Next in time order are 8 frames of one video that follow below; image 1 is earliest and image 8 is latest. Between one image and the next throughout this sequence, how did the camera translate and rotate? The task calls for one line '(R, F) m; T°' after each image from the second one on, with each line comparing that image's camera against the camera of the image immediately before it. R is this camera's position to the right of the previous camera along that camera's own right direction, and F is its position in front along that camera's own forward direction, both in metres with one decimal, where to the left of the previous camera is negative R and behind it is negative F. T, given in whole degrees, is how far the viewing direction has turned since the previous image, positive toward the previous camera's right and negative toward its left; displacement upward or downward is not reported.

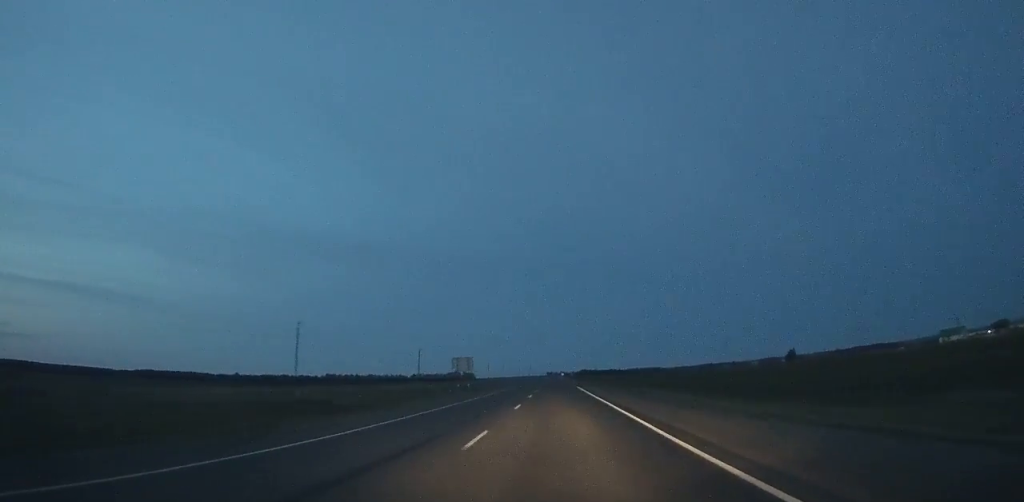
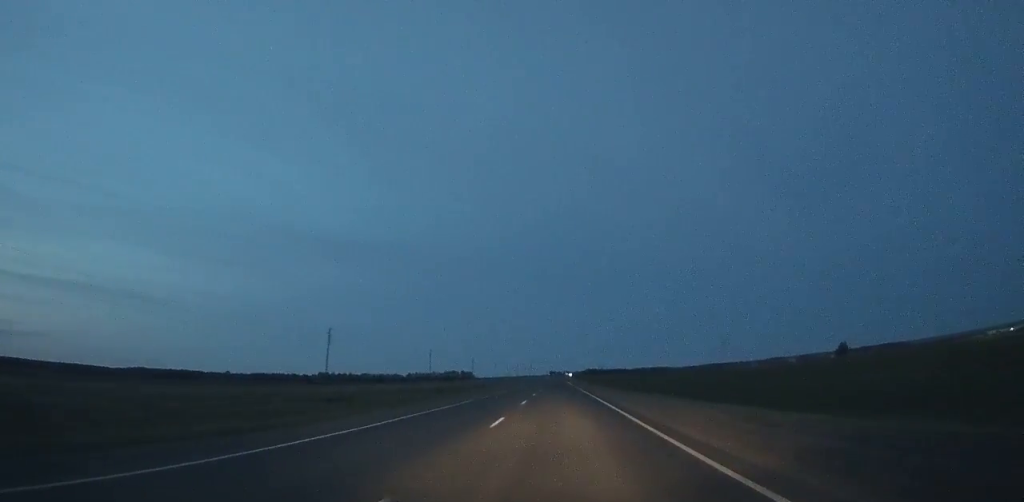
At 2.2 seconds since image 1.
(-0.7, +55.3) m; -1°
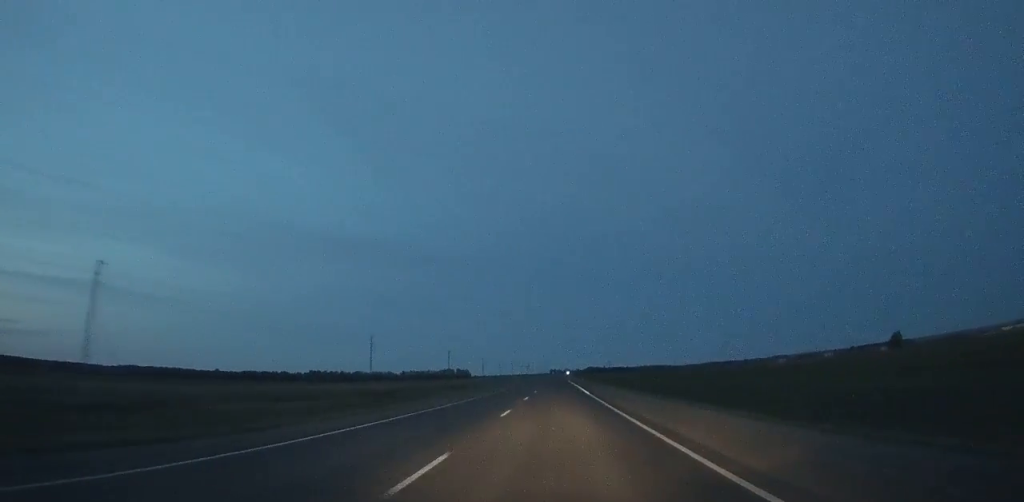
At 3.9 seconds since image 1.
(-0.4, +44.0) m; -1°
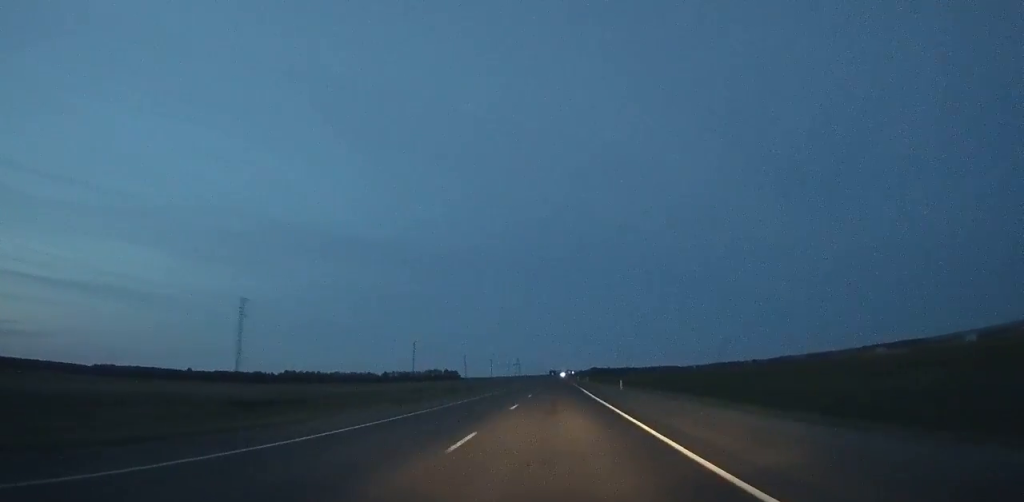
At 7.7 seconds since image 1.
(-0.5, +101.1) m; 0°
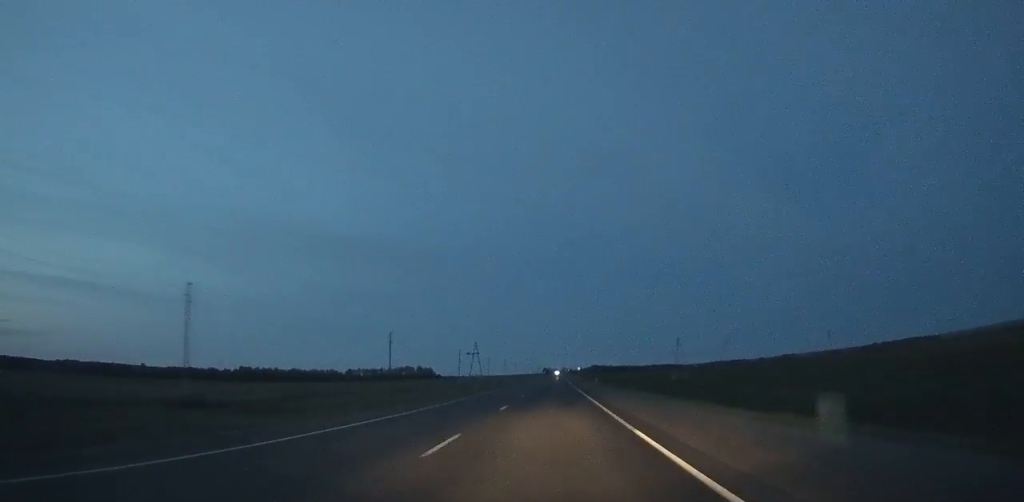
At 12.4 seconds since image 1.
(+0.1, +130.3) m; 0°
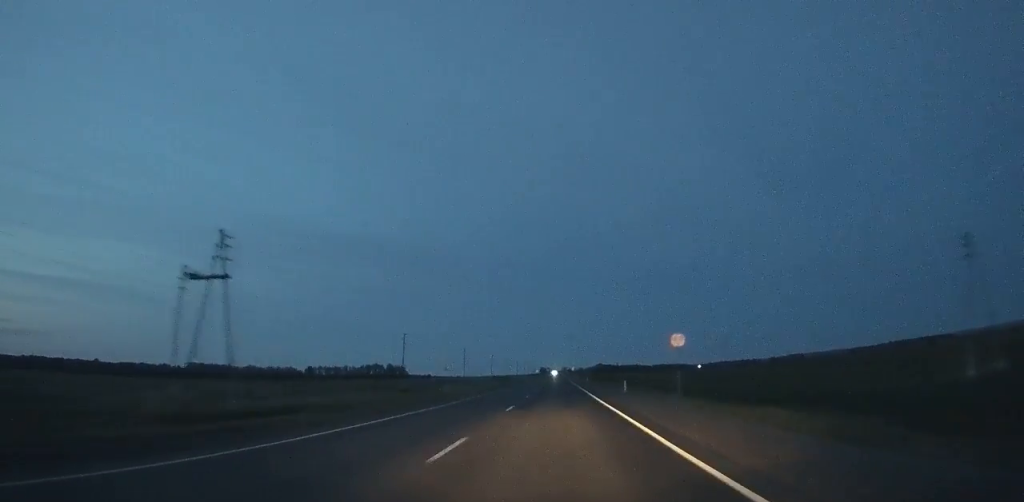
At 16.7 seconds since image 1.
(+0.3, +121.2) m; 0°
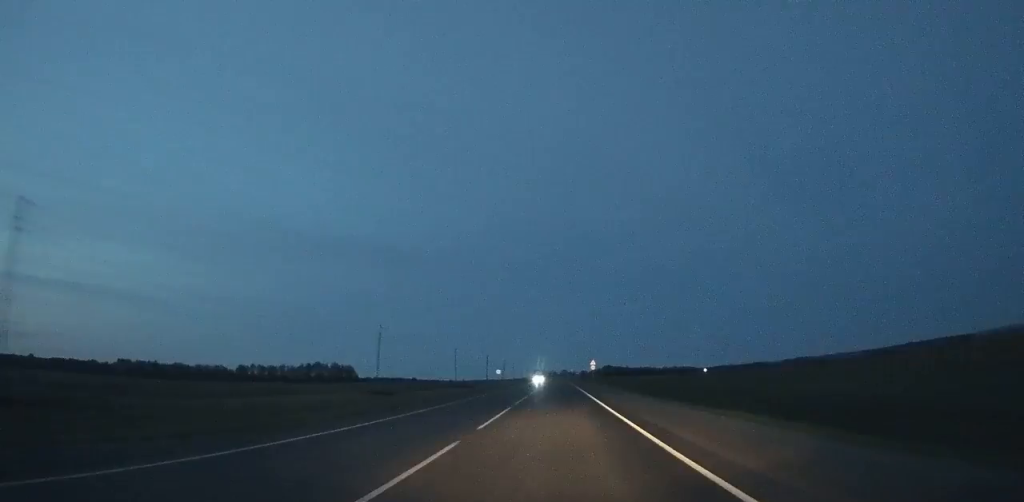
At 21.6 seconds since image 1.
(+0.7, +139.5) m; 0°
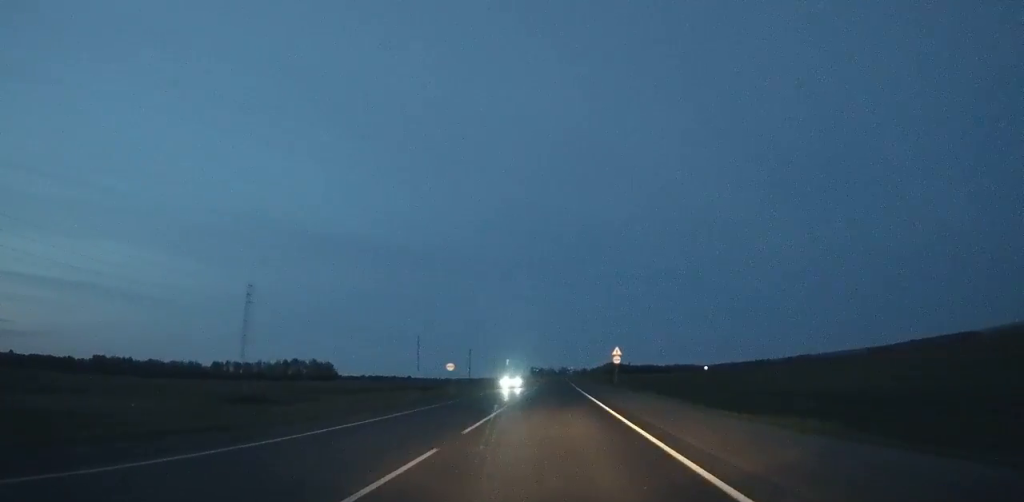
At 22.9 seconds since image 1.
(0.0, +37.1) m; 0°
